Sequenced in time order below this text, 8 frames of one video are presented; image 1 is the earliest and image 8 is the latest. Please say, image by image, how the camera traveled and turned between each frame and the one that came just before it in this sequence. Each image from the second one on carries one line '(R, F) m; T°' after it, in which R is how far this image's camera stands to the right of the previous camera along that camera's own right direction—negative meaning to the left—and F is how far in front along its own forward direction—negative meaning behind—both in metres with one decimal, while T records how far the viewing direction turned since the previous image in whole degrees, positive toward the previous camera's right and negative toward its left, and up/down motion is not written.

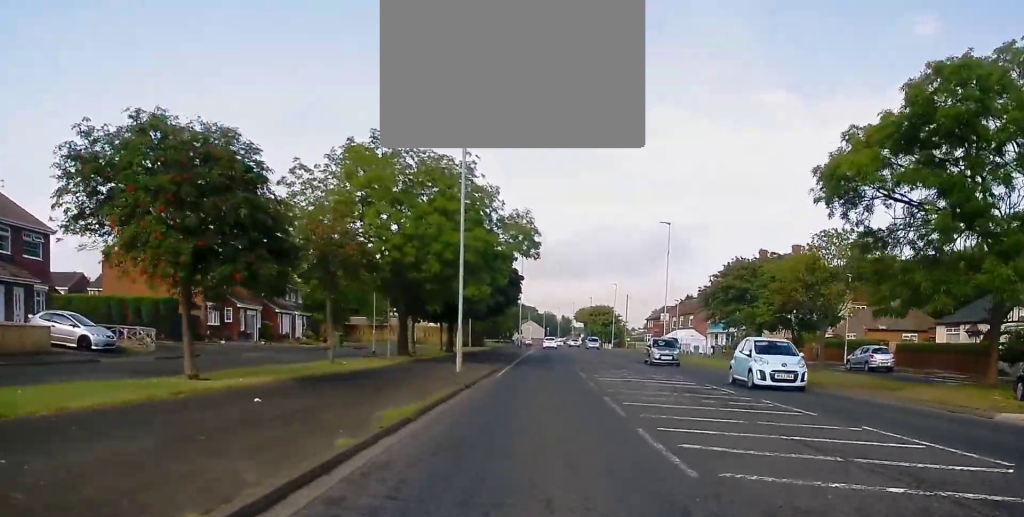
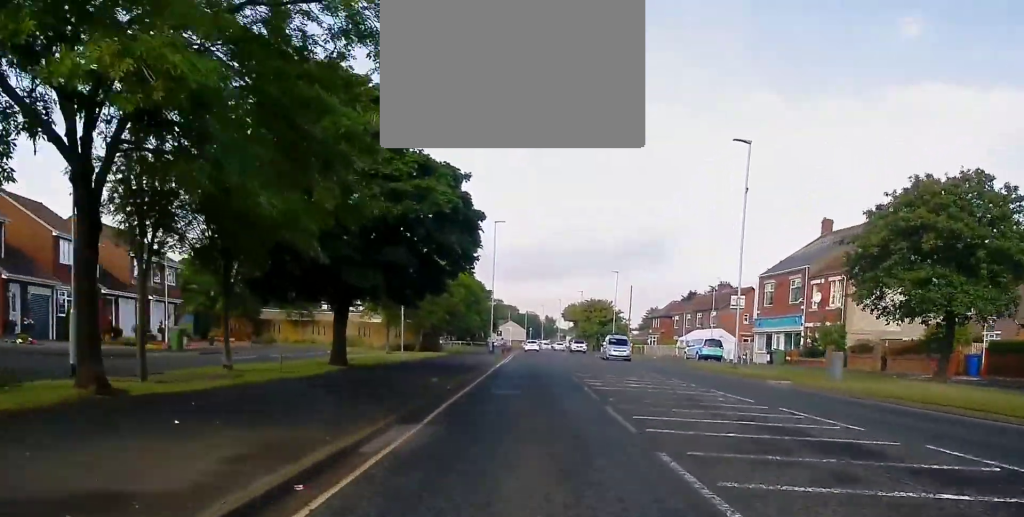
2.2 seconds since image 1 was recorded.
(-0.8, +26.3) m; 0°
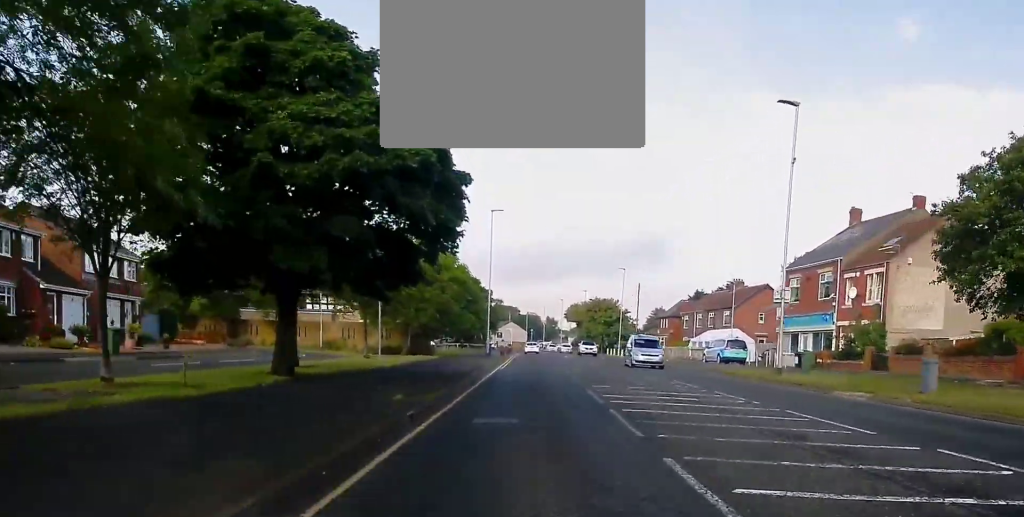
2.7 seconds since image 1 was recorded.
(+0.3, +6.3) m; 0°
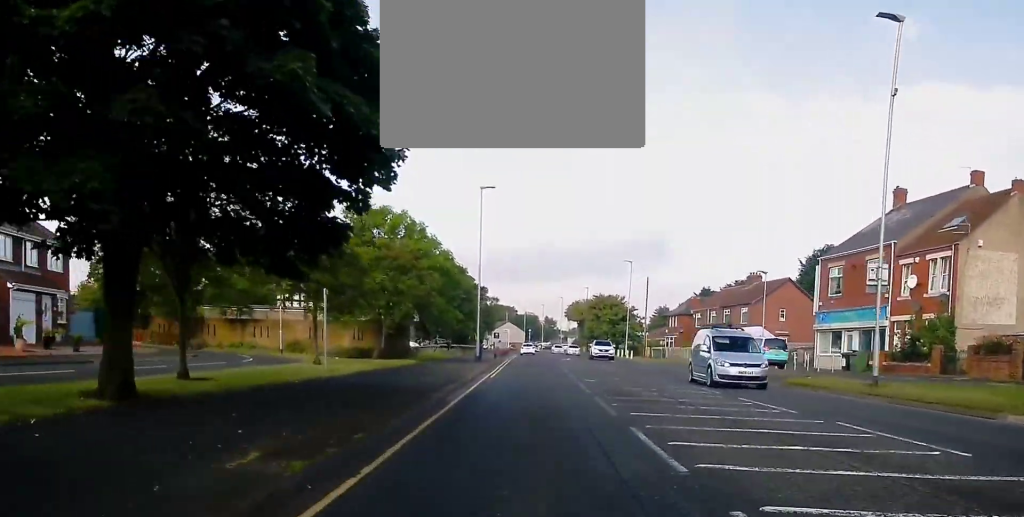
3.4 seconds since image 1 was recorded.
(-0.1, +8.6) m; 0°
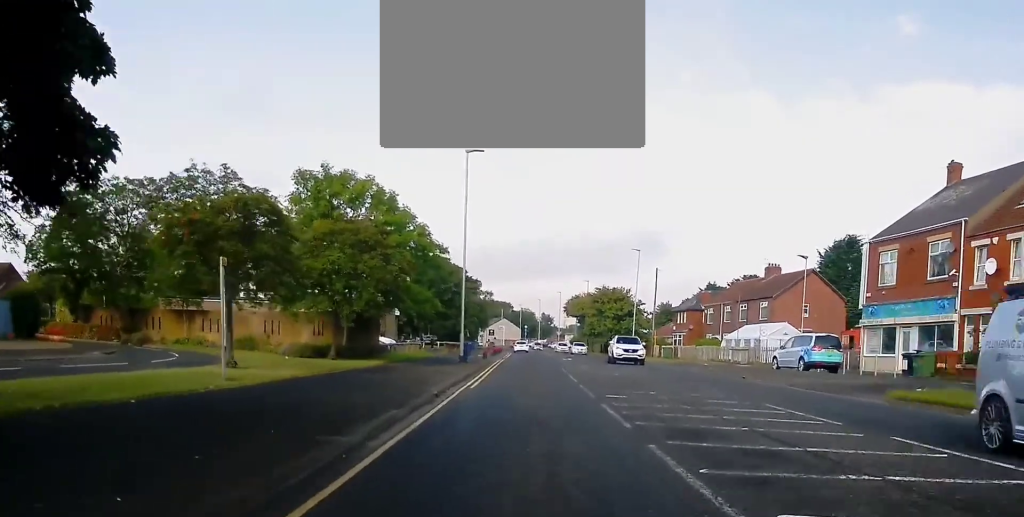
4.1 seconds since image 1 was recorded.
(-0.2, +8.1) m; 0°
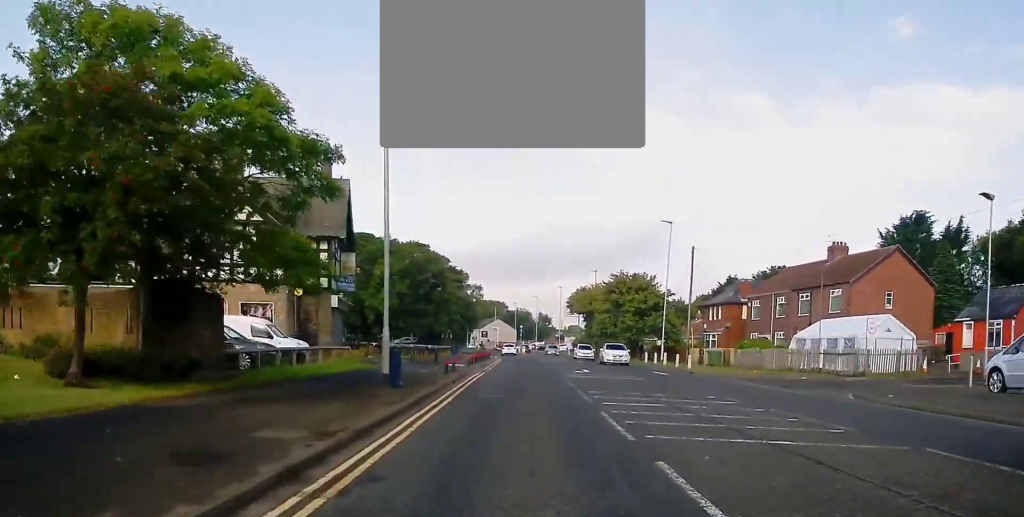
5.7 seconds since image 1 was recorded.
(+0.7, +18.9) m; 0°
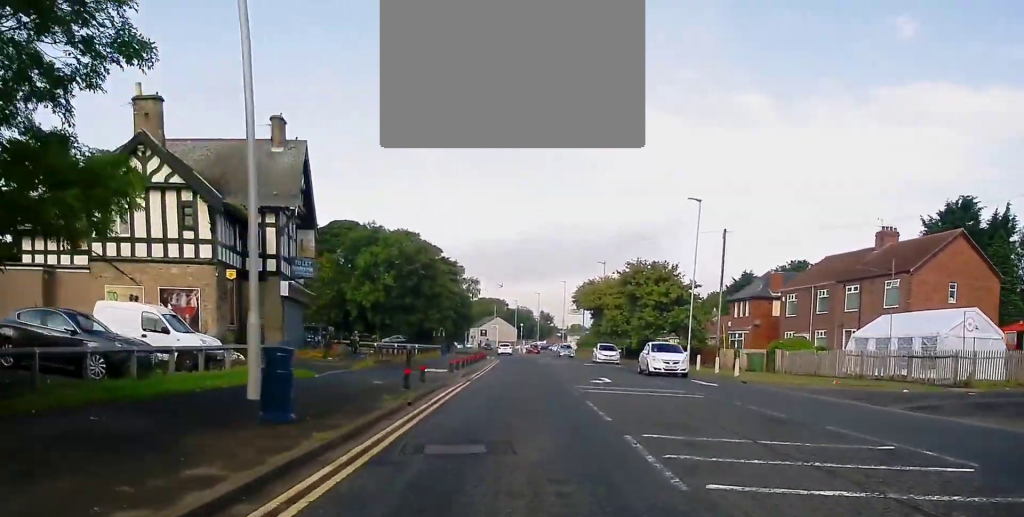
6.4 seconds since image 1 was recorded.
(-0.2, +9.3) m; -1°
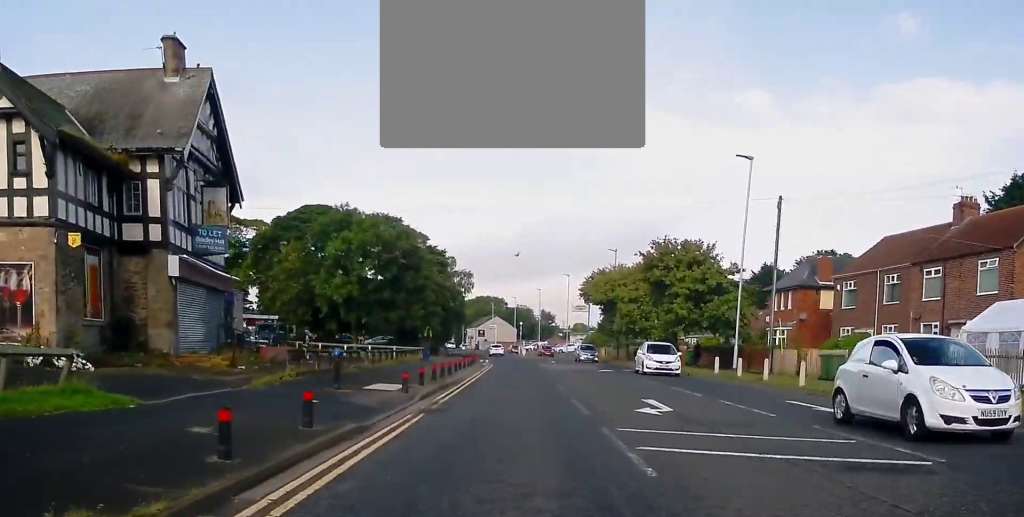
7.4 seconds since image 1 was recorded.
(0.0, +11.2) m; +1°
